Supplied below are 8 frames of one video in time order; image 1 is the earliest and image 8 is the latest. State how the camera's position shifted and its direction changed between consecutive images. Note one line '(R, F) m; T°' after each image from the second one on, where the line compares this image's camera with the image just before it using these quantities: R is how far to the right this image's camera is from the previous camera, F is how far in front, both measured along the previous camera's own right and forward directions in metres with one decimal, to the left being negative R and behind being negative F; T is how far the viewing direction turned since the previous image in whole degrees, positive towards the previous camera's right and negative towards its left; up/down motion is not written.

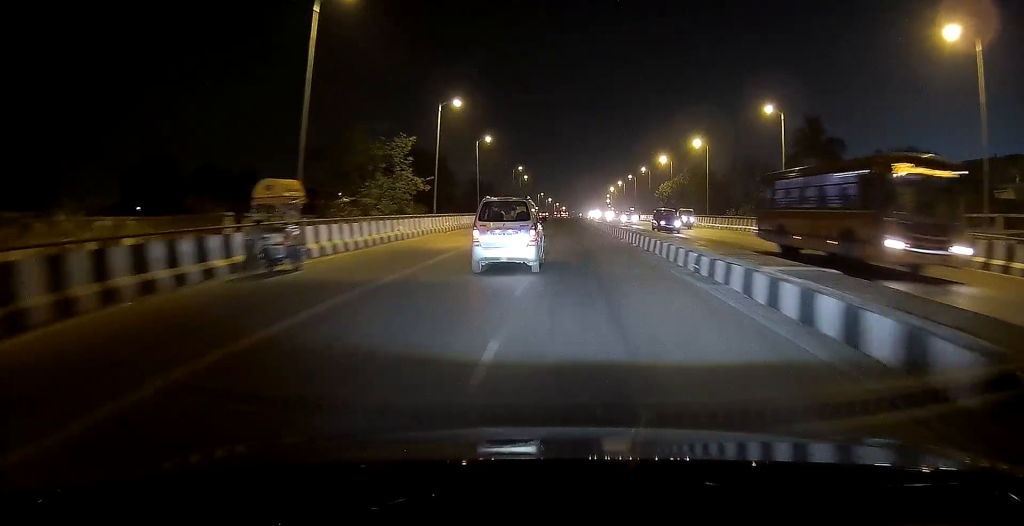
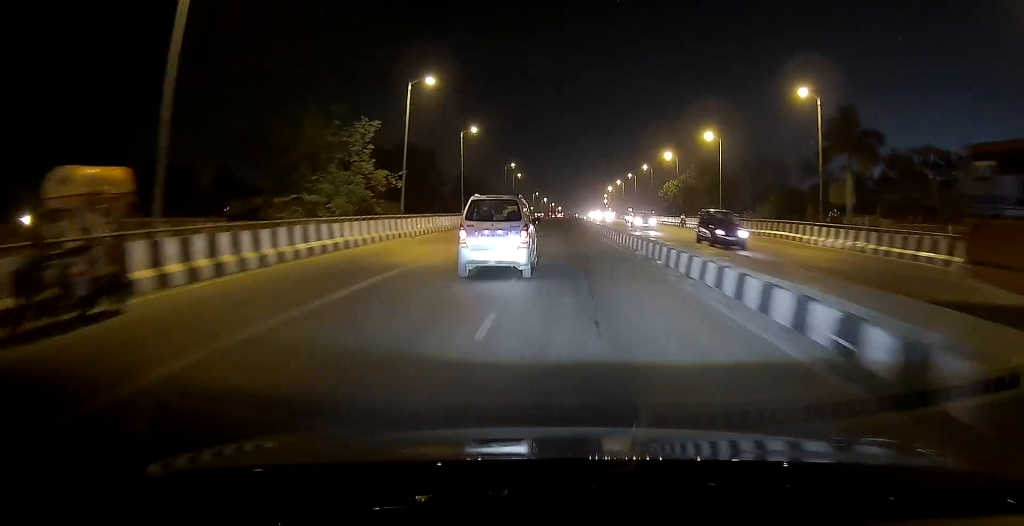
(+0.1, +7.7) m; +1°
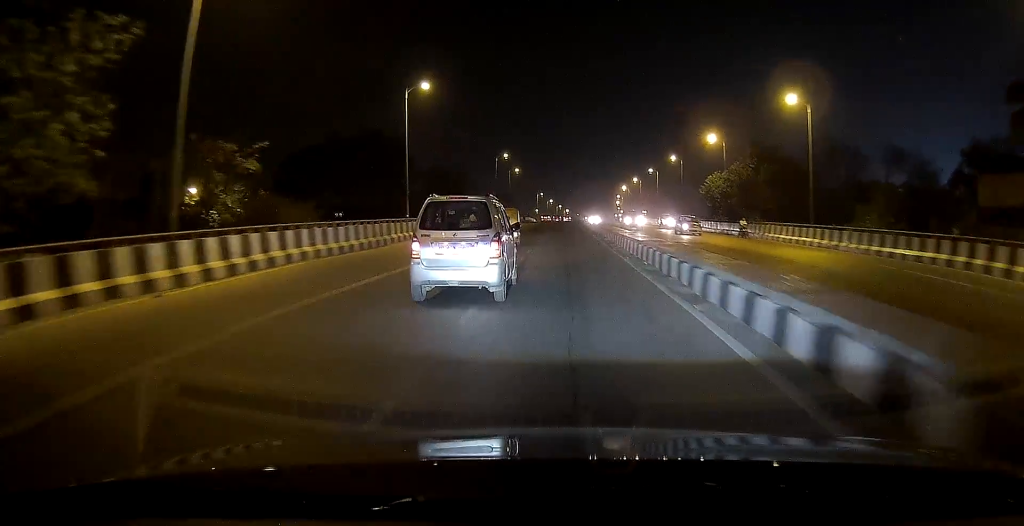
(+0.4, +22.8) m; +1°
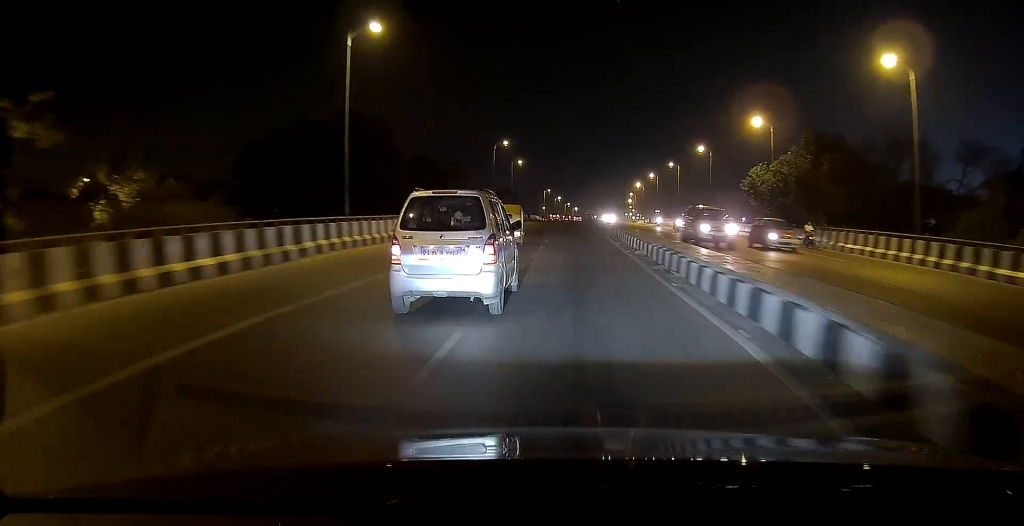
(0.0, +12.4) m; 0°
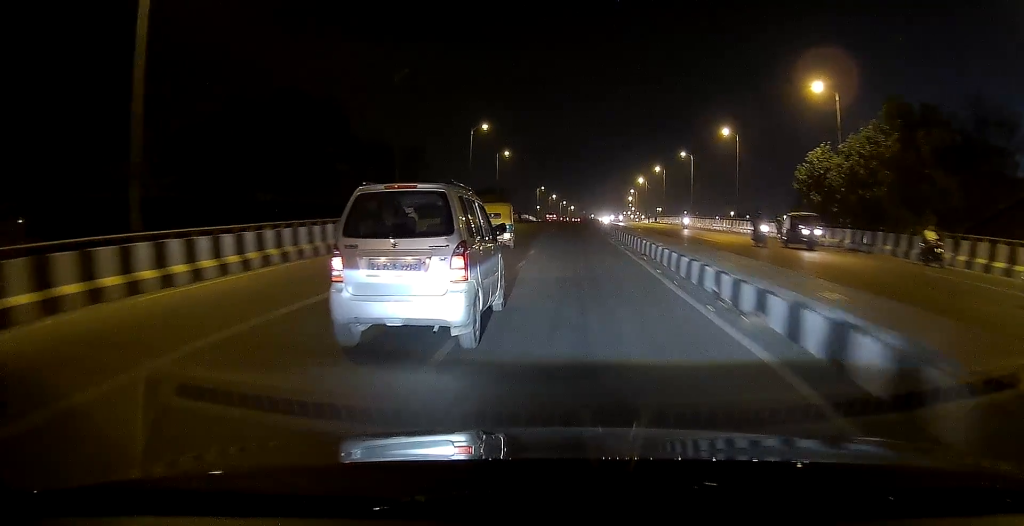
(0.0, +14.0) m; -2°
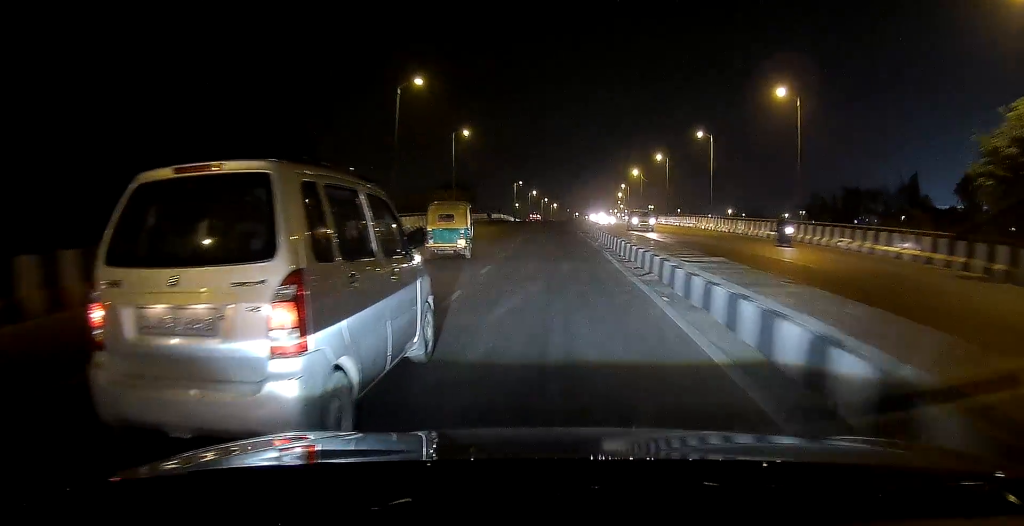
(-0.2, +20.8) m; +1°
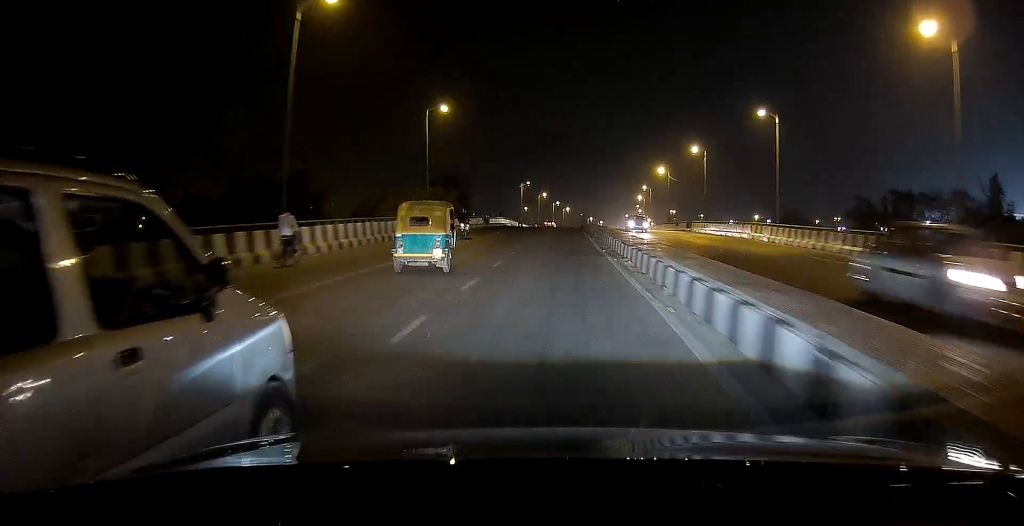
(+0.5, +17.2) m; +1°
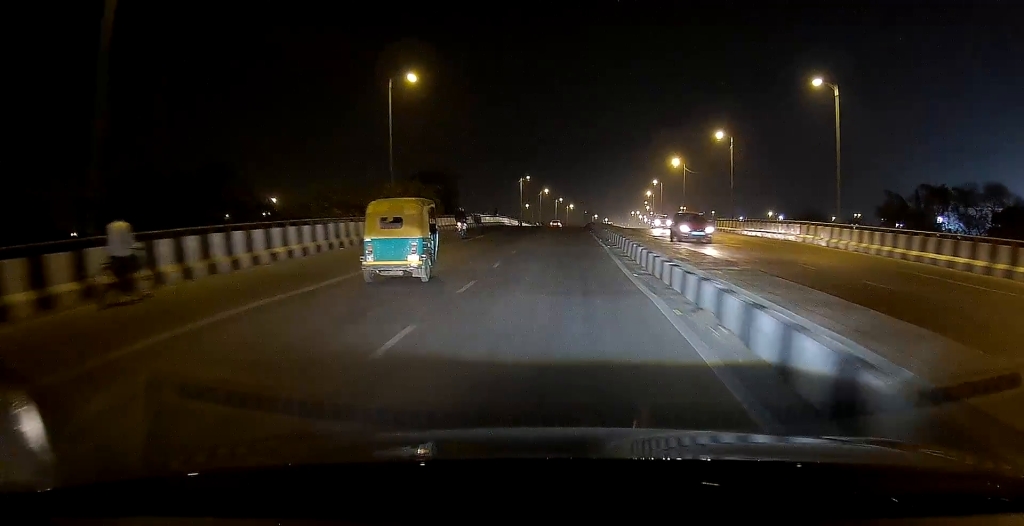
(-0.1, +10.5) m; -1°
